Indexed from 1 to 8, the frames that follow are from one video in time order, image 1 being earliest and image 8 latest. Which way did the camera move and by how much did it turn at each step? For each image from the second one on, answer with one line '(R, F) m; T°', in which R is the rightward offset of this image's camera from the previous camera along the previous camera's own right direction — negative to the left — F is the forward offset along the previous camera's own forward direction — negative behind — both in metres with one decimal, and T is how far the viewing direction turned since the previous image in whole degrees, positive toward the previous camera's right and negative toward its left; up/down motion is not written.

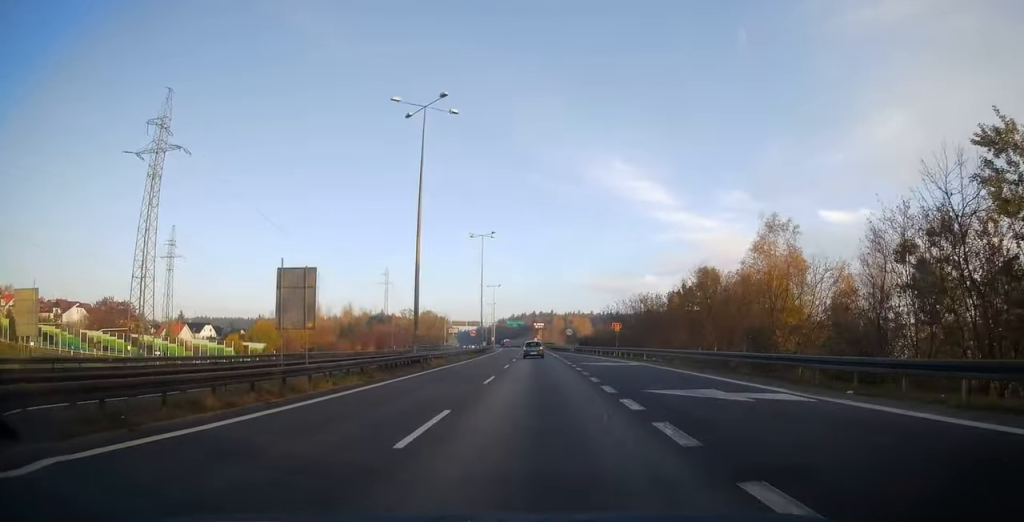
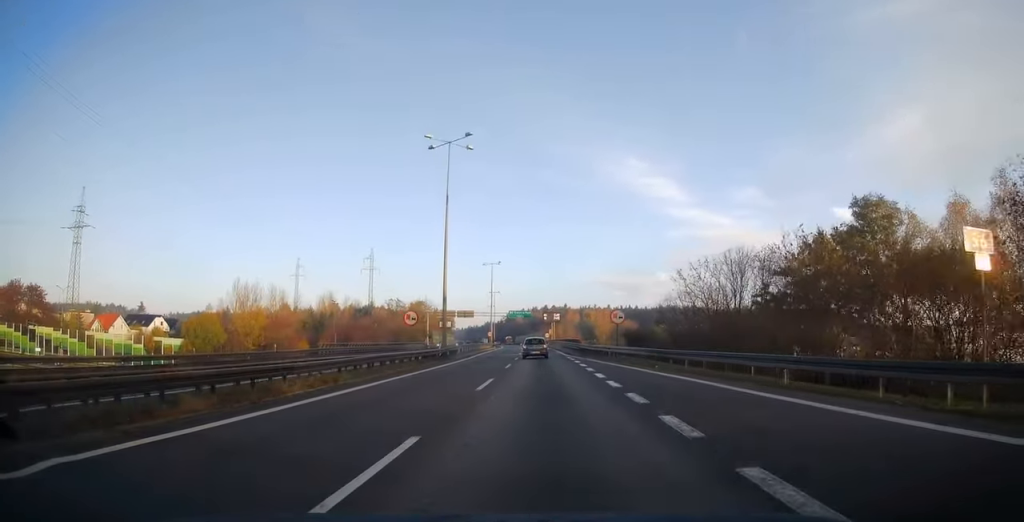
(-0.3, +40.3) m; -1°
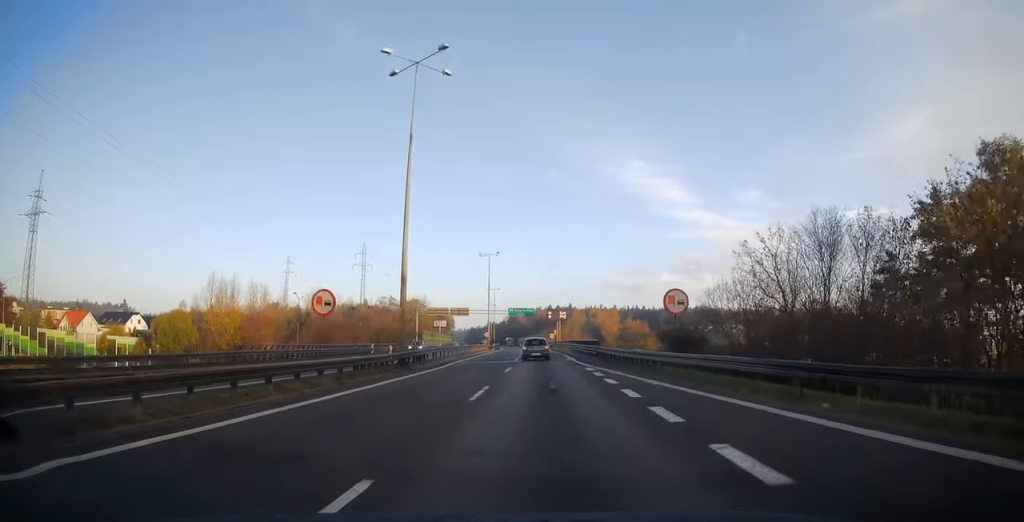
(-0.1, +14.8) m; 0°
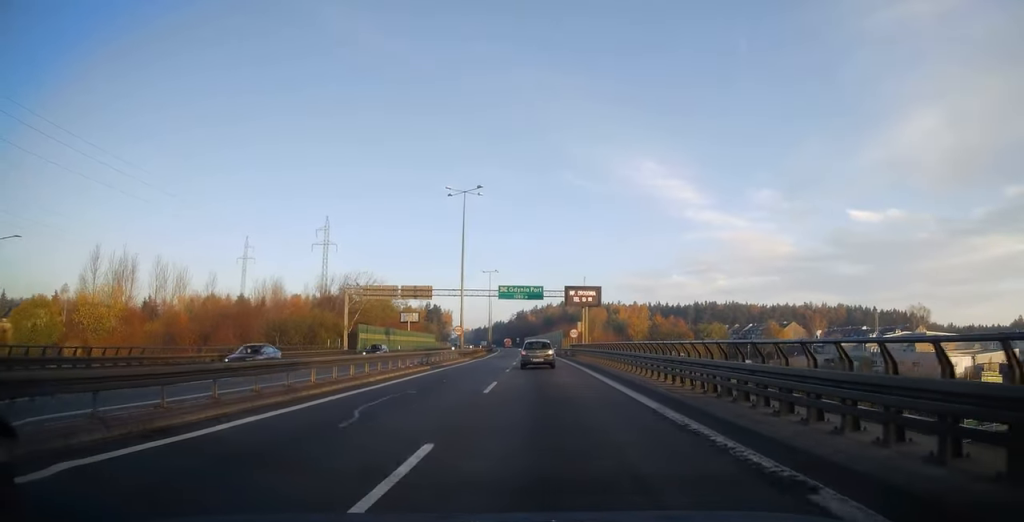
(-0.6, +46.8) m; -1°
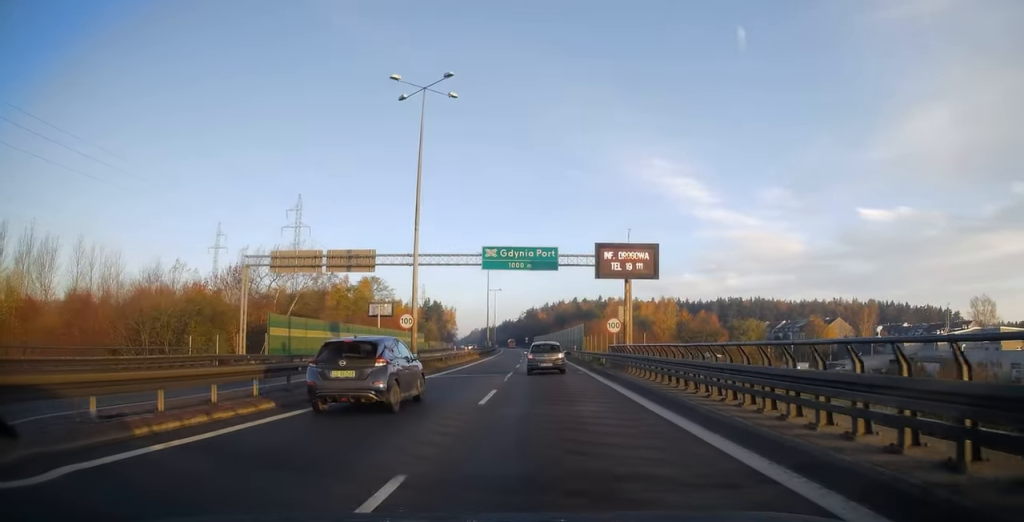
(-0.2, +26.4) m; -1°
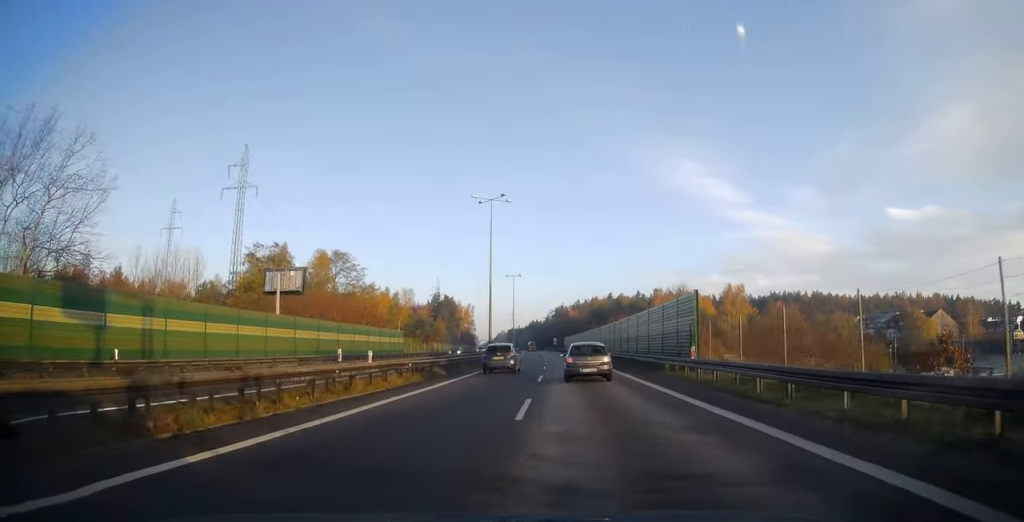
(-0.8, +39.0) m; -2°
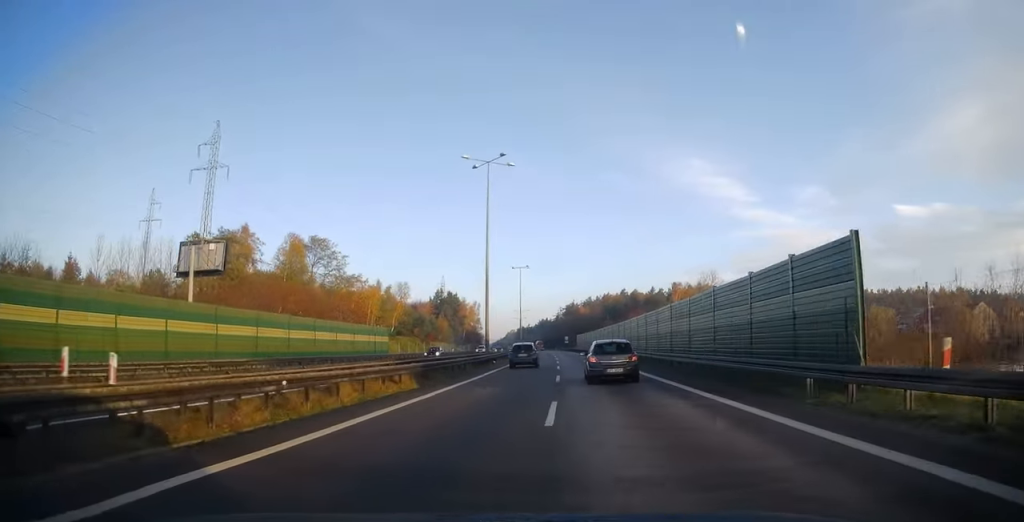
(0.0, +12.8) m; -1°
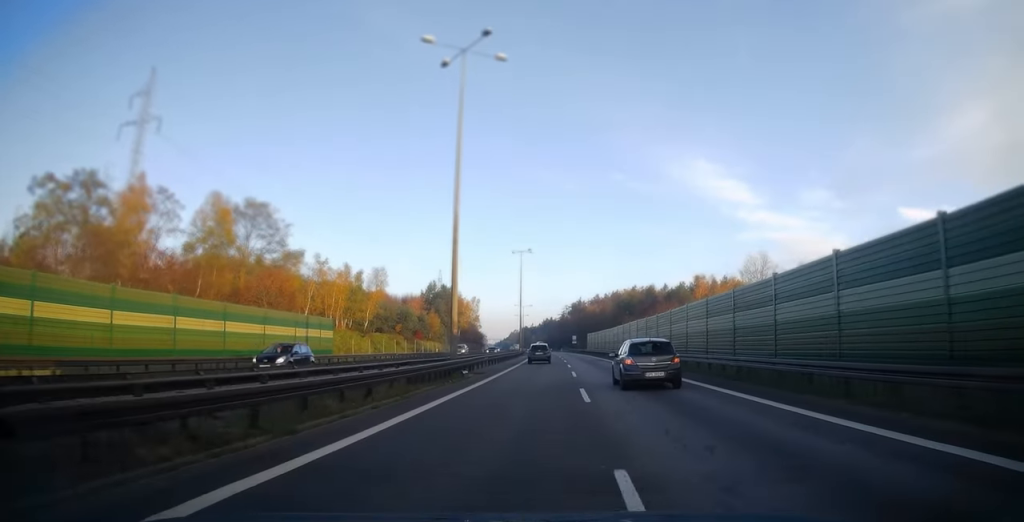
(-0.2, +20.1) m; -1°
